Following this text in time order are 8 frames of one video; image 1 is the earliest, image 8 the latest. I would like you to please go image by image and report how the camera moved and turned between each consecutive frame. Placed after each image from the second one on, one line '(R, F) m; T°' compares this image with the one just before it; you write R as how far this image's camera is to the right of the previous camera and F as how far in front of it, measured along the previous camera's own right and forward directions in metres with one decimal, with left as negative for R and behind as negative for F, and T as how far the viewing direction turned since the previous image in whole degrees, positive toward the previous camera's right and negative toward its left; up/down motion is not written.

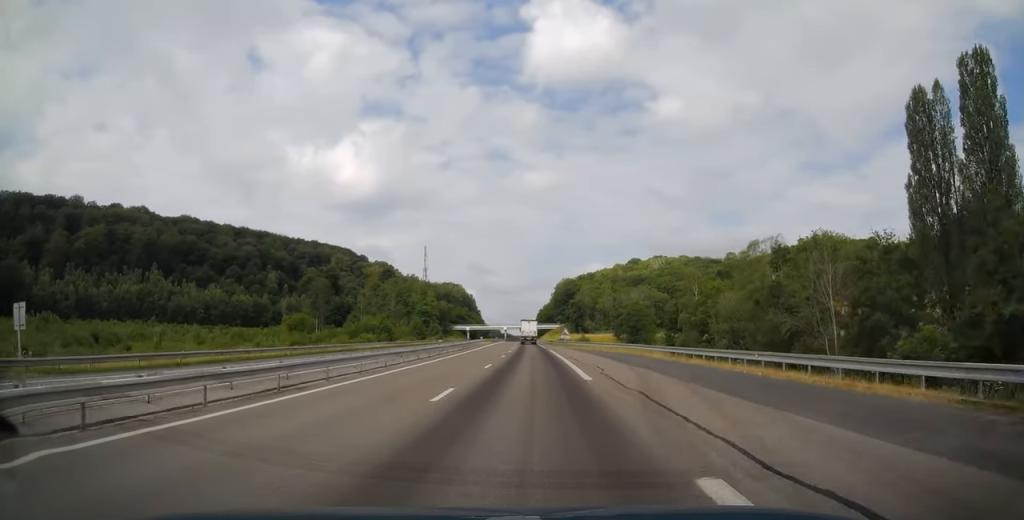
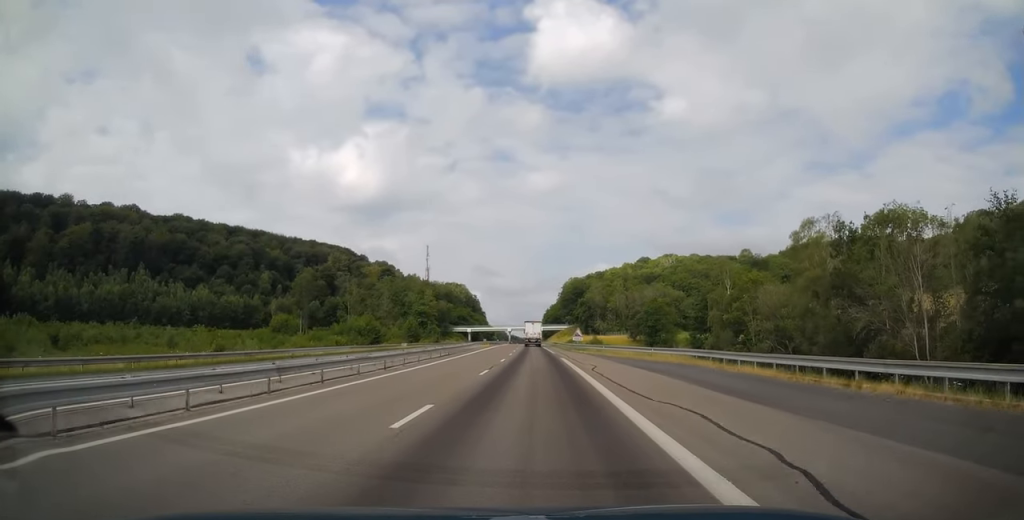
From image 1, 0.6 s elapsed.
(-0.2, +16.7) m; -1°
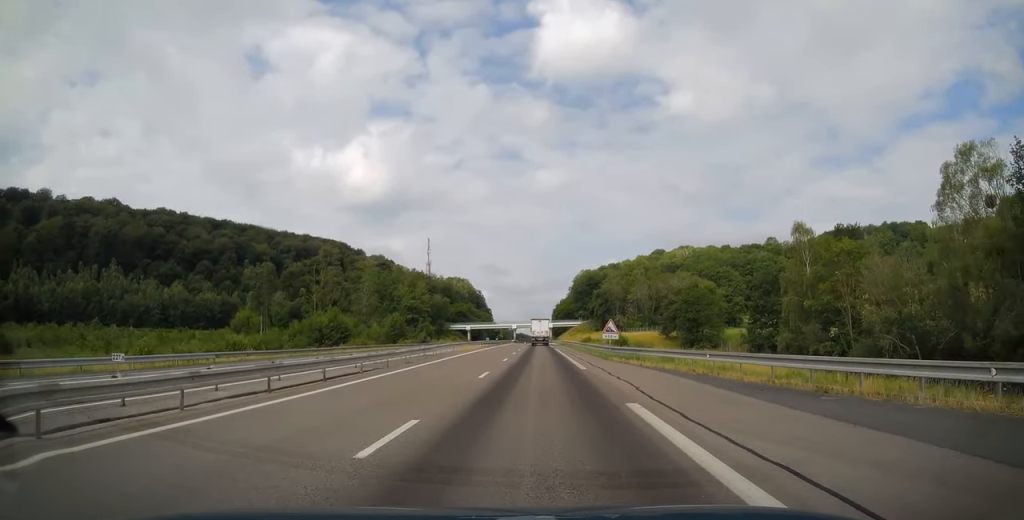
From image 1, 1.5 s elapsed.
(-0.1, +28.4) m; 0°
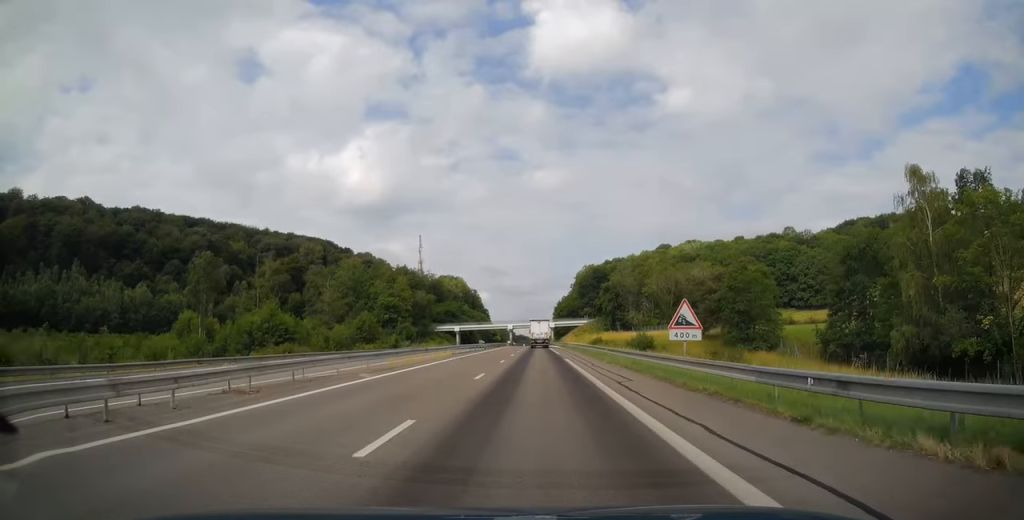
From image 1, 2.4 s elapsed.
(+0.2, +25.9) m; 0°
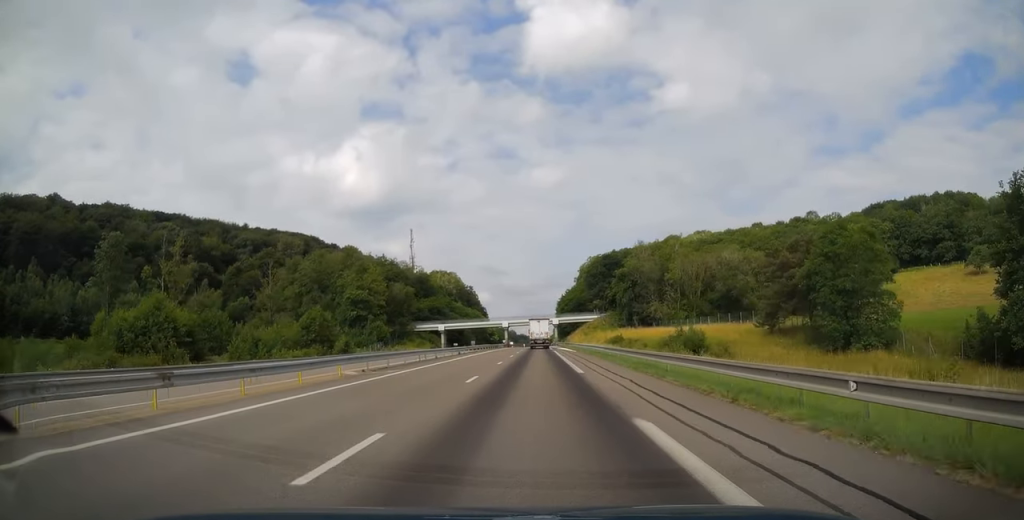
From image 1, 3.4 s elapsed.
(-0.1, +27.4) m; -1°
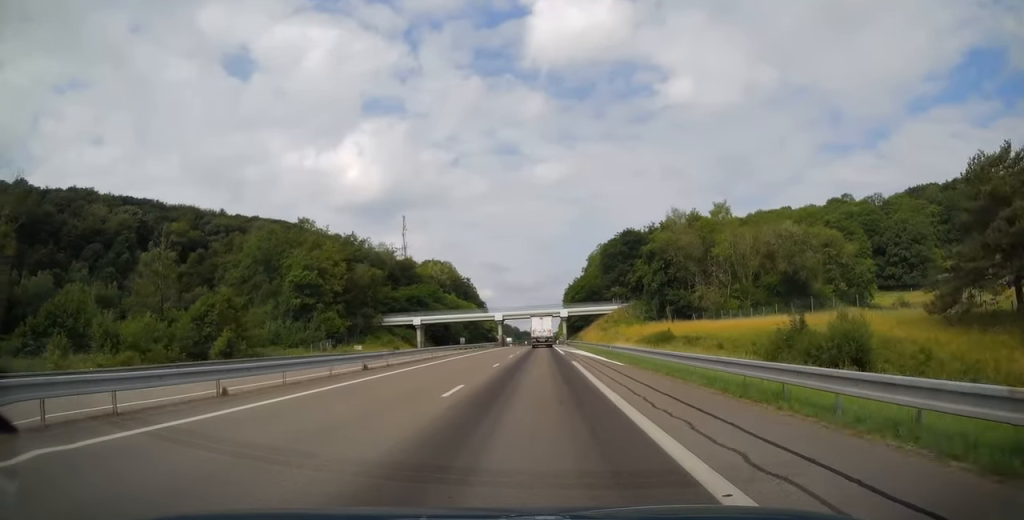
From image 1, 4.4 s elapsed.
(-0.3, +30.7) m; 0°
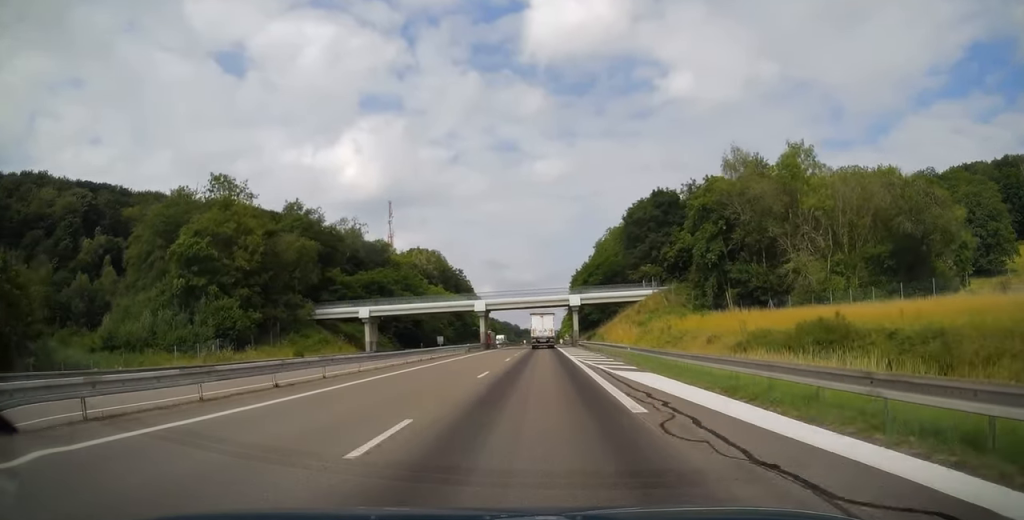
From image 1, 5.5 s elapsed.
(+0.3, +32.5) m; +1°
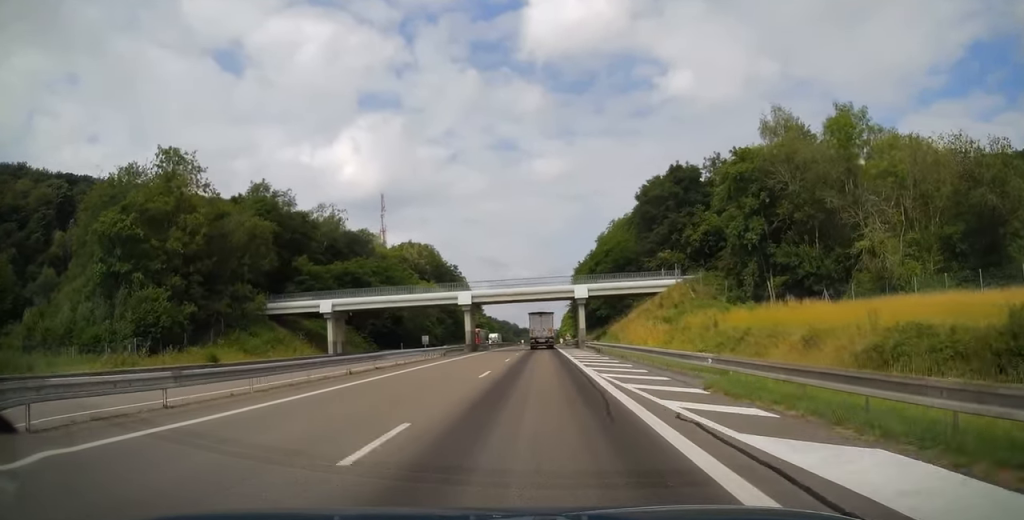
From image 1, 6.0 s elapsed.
(+0.1, +13.2) m; 0°
